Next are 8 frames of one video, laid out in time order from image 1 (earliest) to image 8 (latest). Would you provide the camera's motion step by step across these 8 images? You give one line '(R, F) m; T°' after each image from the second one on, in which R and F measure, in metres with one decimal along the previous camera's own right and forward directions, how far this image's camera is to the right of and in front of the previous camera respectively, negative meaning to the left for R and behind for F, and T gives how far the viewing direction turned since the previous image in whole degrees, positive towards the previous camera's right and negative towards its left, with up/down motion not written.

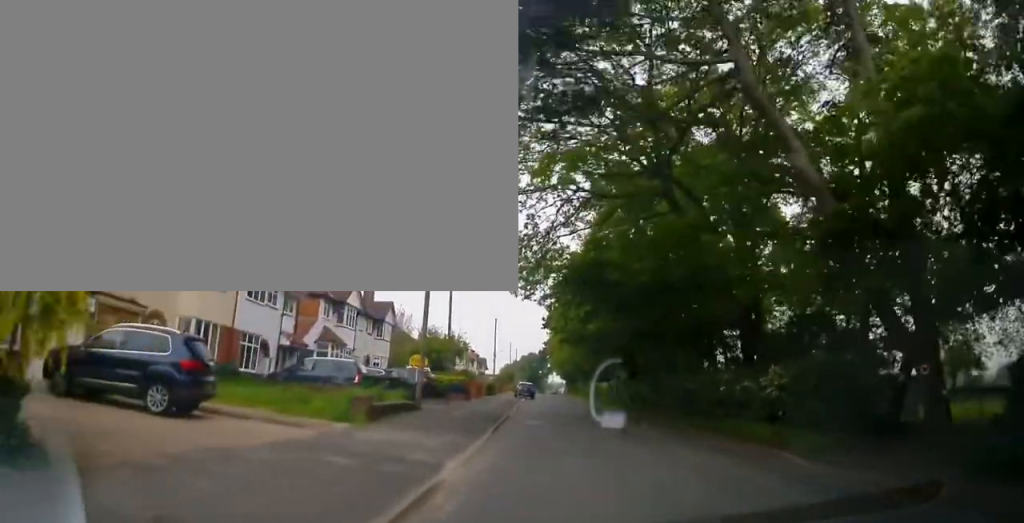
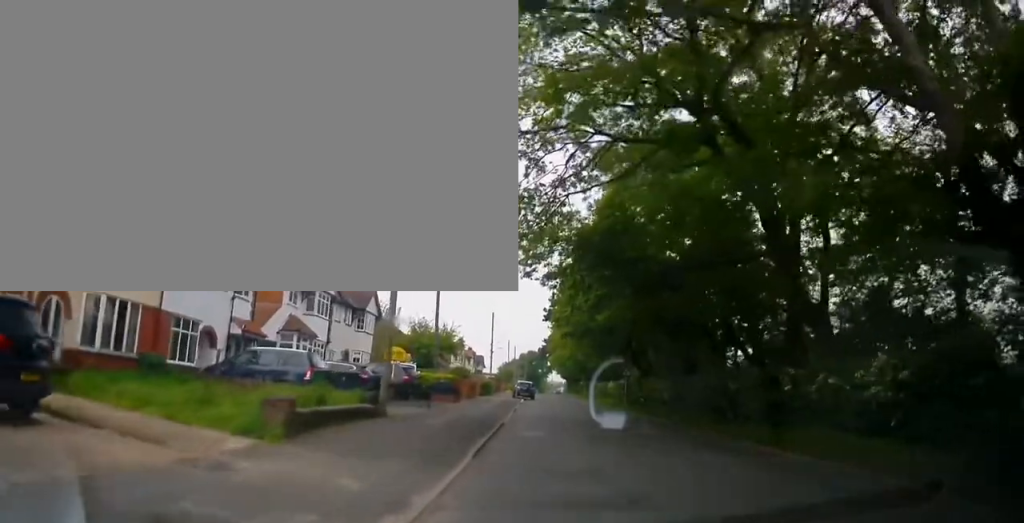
(0.0, +5.2) m; 0°
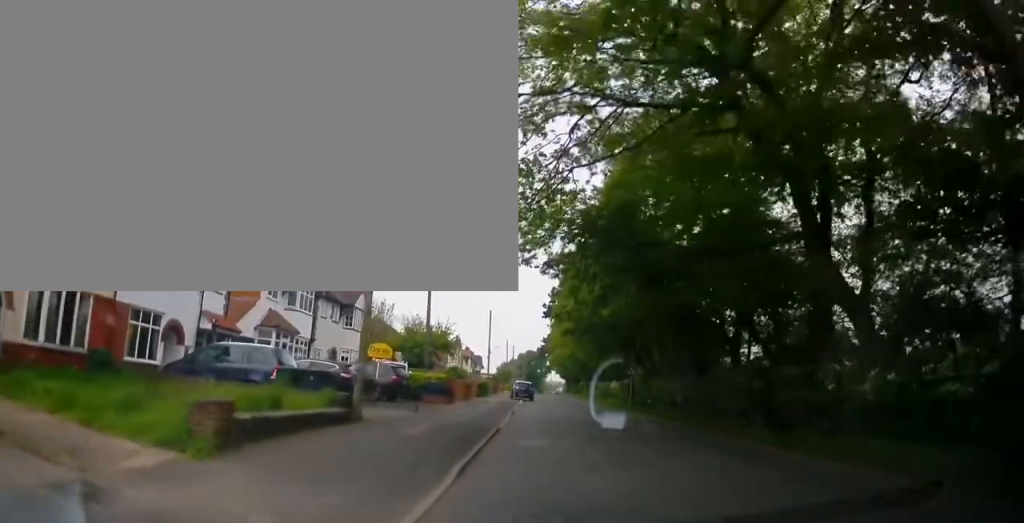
(-0.1, +2.4) m; +1°
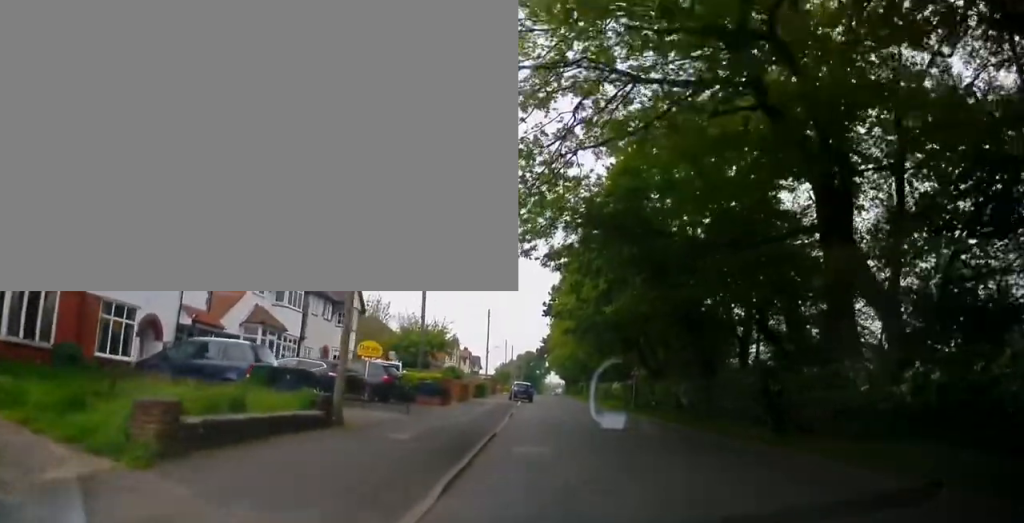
(+0.1, +1.5) m; +3°
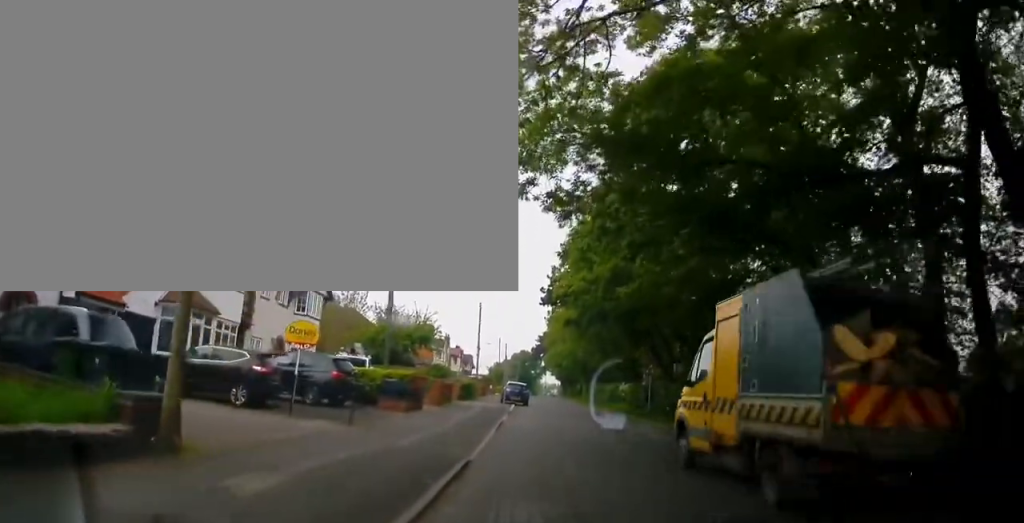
(+0.3, +6.0) m; +3°
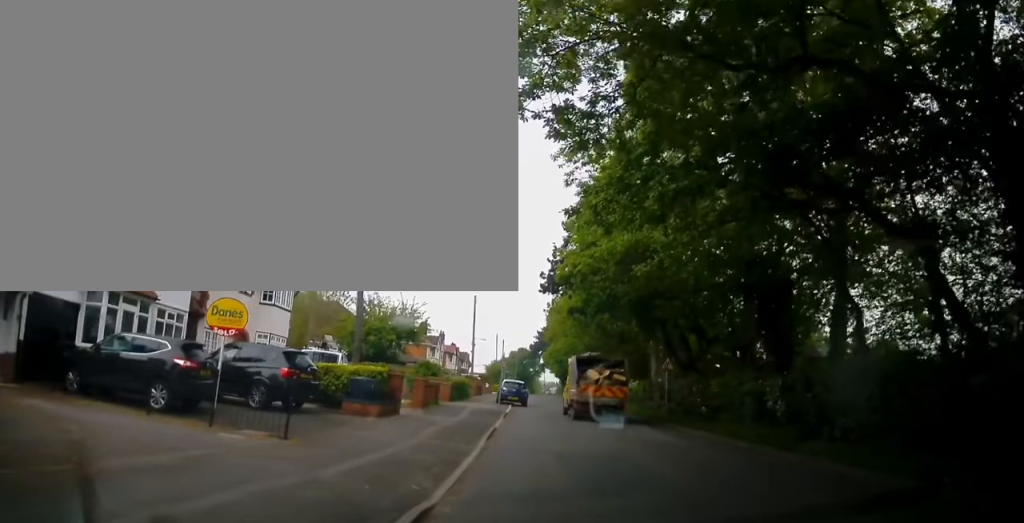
(0.0, +4.0) m; 0°
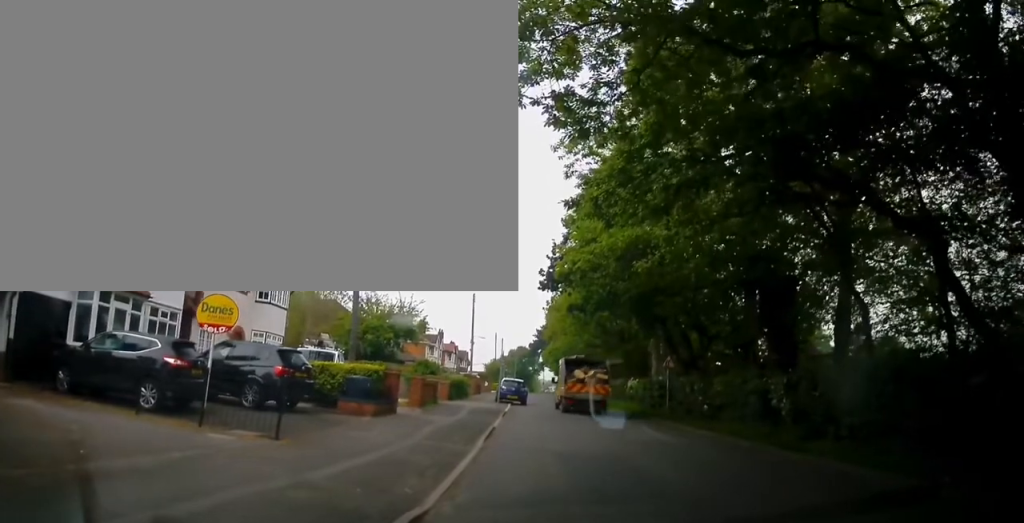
(0.0, +0.5) m; 0°
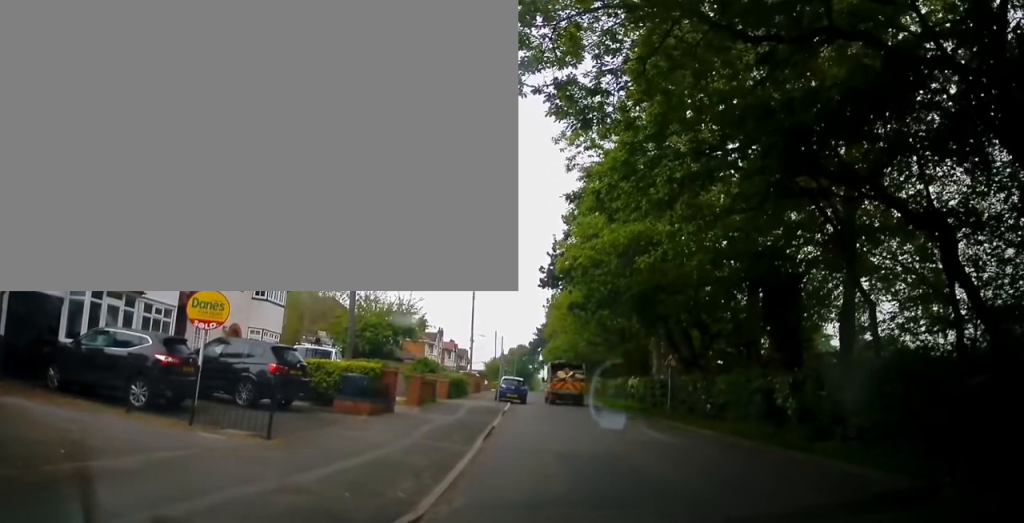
(+0.2, +0.4) m; 0°
